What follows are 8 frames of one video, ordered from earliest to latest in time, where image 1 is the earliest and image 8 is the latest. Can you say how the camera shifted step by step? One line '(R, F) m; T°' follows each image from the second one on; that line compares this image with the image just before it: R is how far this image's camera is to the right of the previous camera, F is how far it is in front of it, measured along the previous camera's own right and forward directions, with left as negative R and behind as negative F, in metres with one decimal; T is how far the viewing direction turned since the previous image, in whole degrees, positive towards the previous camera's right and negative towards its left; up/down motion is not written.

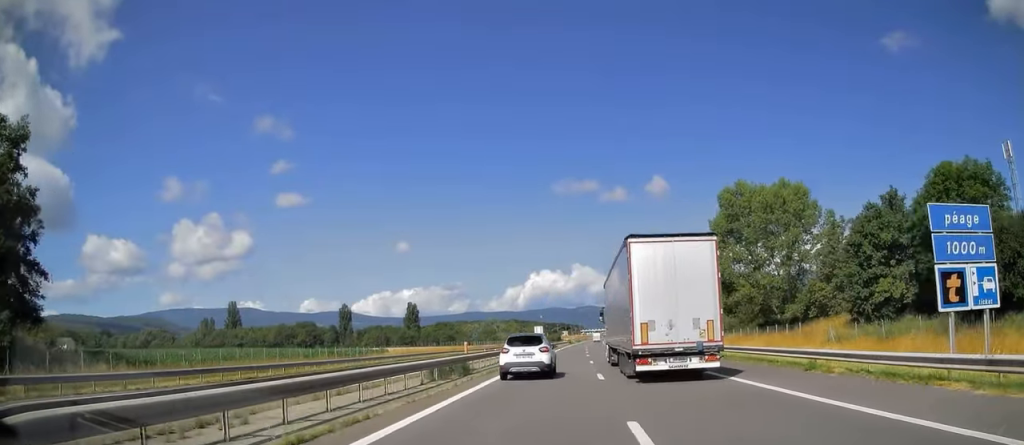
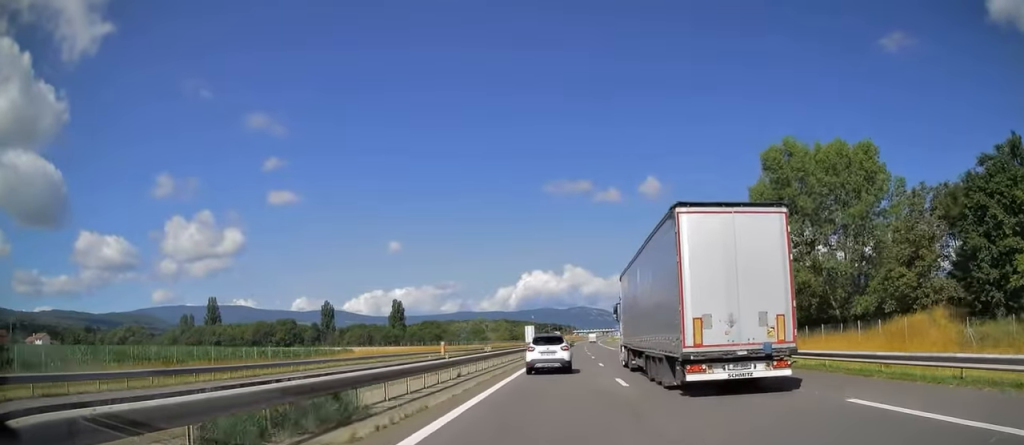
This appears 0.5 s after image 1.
(+0.1, +15.6) m; +1°
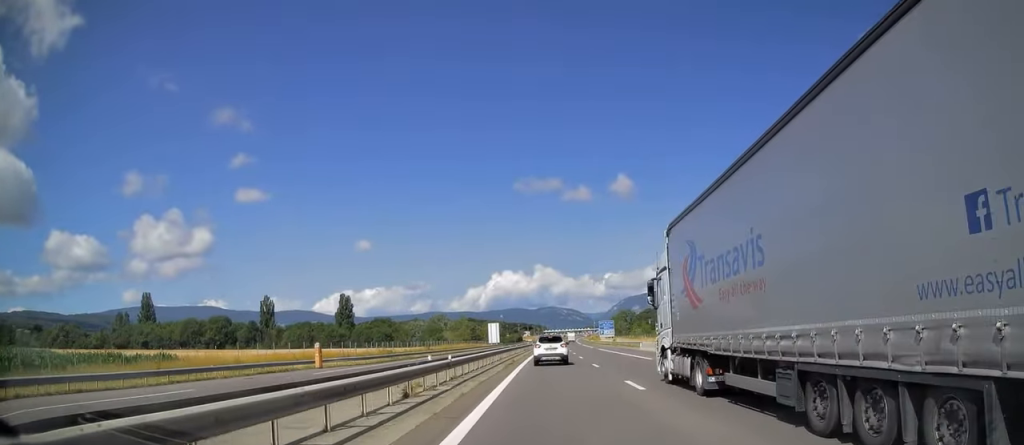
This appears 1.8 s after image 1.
(+0.8, +40.3) m; +2°
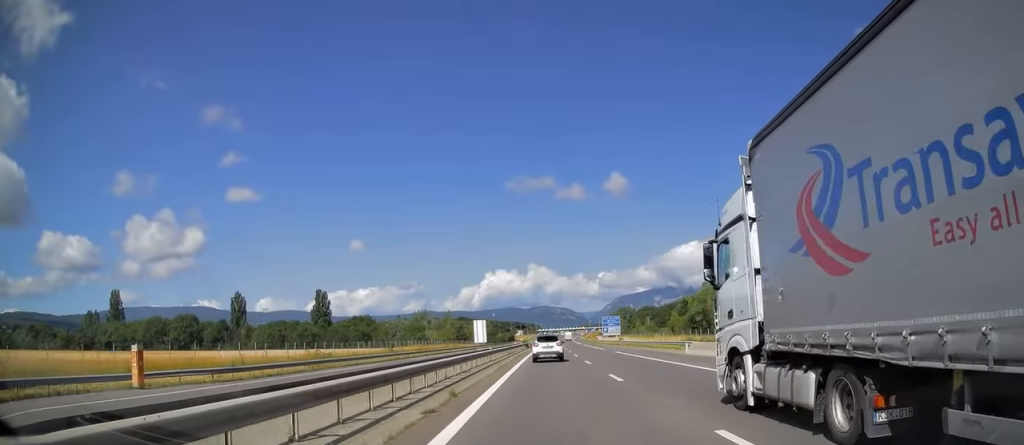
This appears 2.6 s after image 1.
(+0.3, +22.9) m; +1°
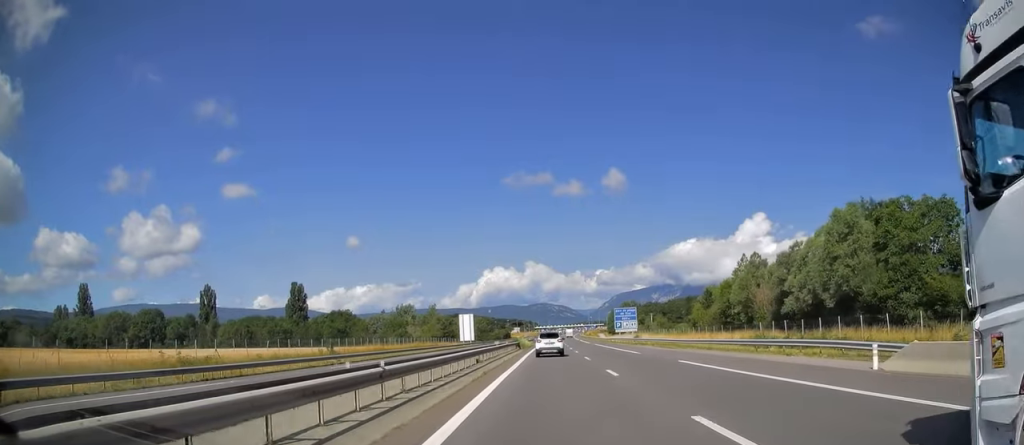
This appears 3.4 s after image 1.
(+0.1, +24.6) m; 0°
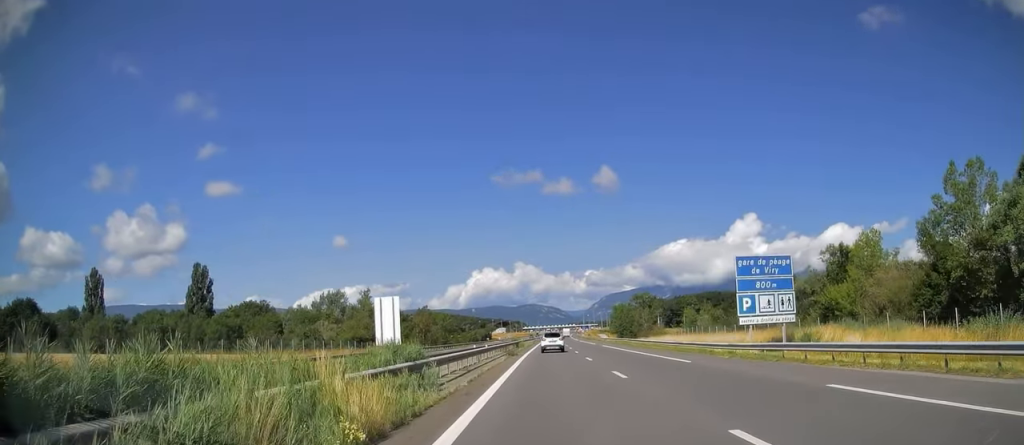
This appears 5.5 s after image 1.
(+0.5, +66.4) m; +1°
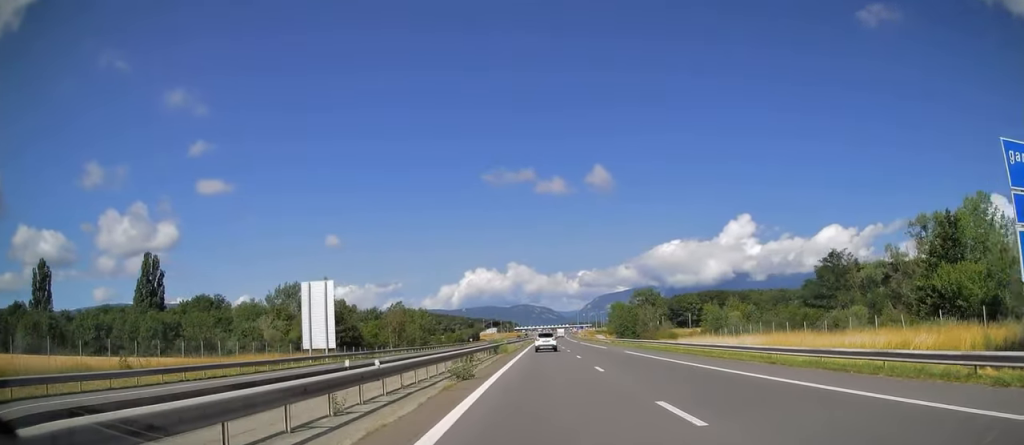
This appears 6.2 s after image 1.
(+0.1, +22.4) m; +1°
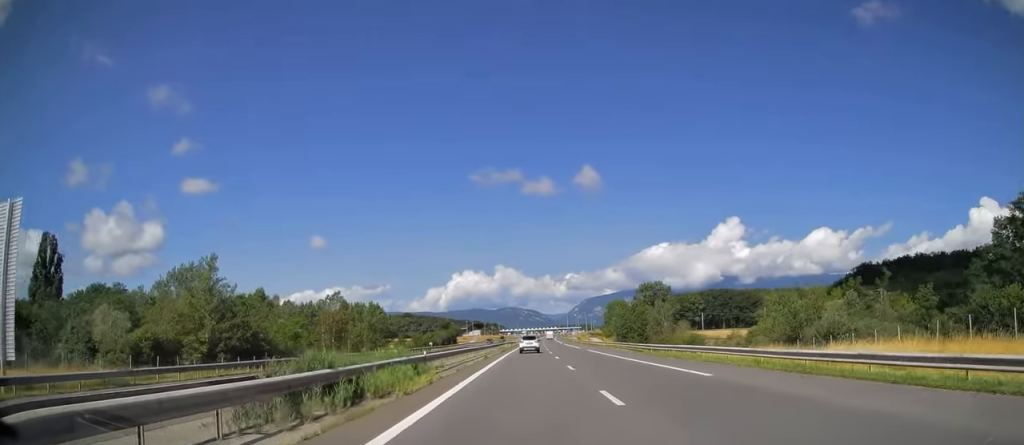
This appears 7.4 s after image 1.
(+0.3, +36.9) m; +1°
